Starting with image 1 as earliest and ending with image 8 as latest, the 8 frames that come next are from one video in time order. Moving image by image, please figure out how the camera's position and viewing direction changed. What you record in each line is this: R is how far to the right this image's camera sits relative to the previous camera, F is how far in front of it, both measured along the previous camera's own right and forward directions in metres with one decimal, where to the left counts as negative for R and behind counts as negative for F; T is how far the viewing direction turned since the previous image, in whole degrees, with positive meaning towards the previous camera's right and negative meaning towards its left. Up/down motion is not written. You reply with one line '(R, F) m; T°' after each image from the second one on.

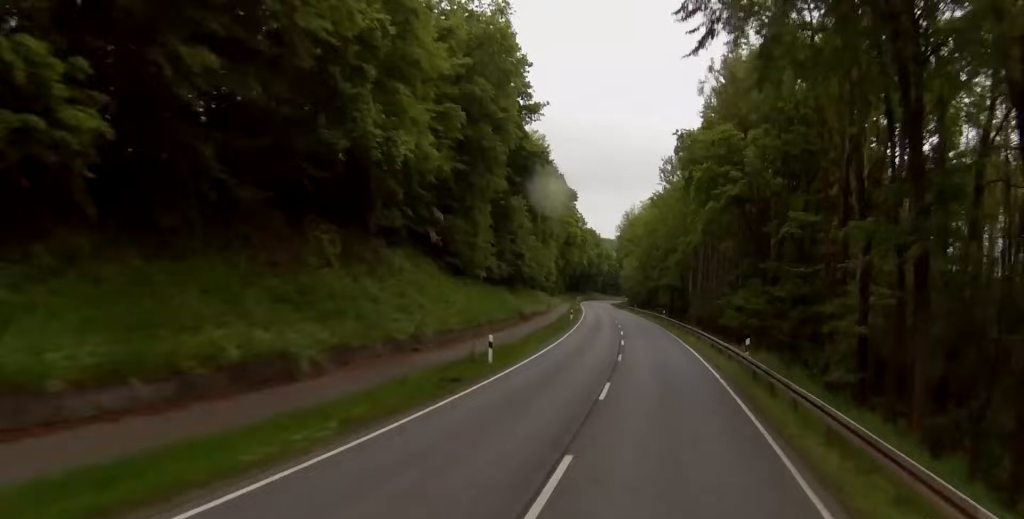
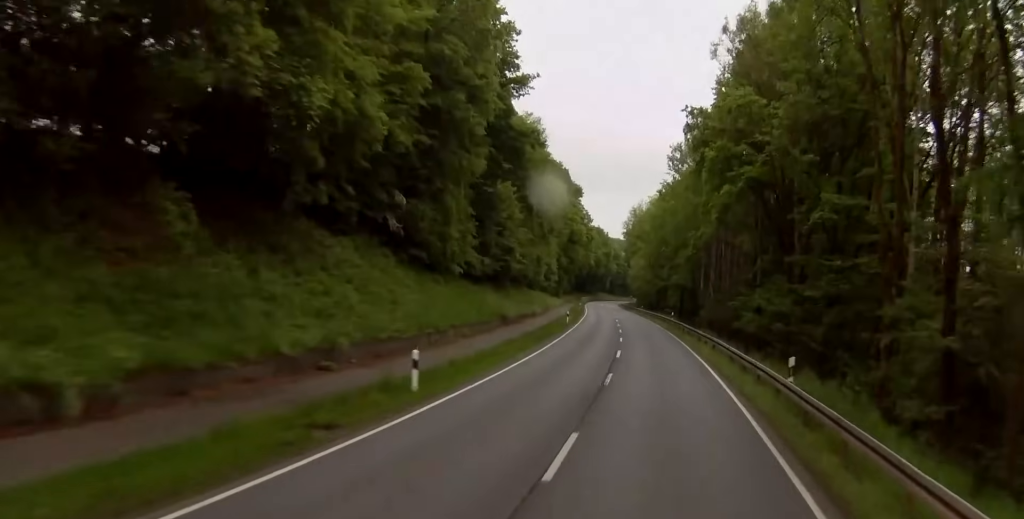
(-0.1, +11.8) m; 0°
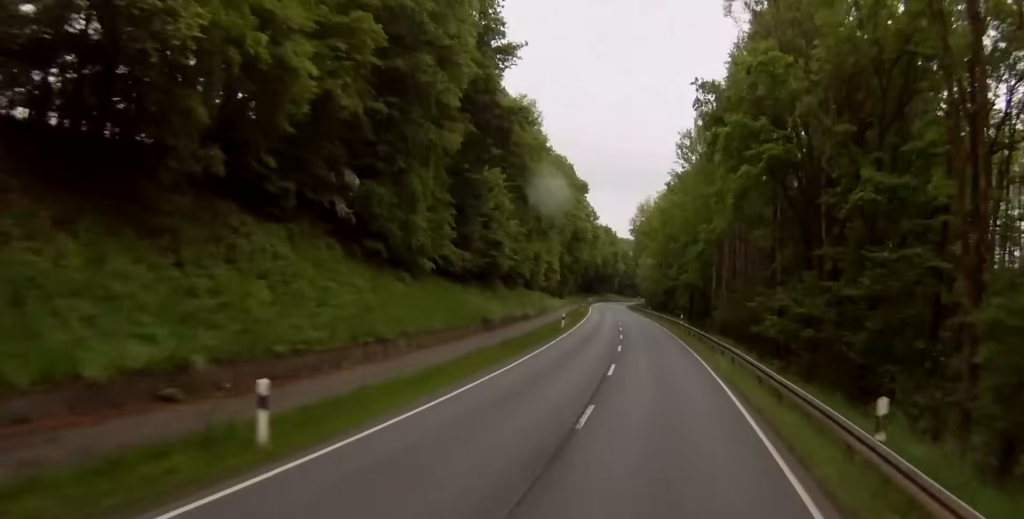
(0.0, +10.7) m; 0°
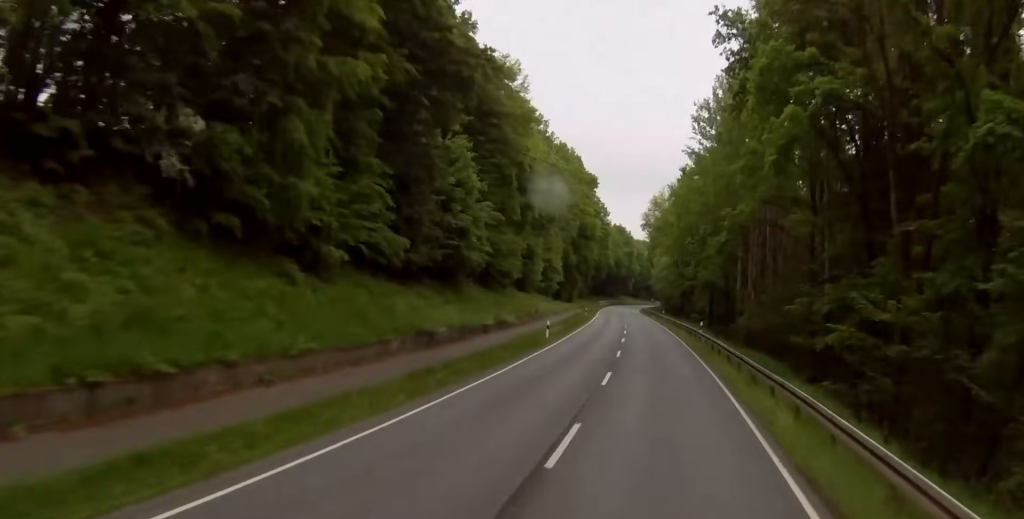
(-0.1, +18.4) m; -1°
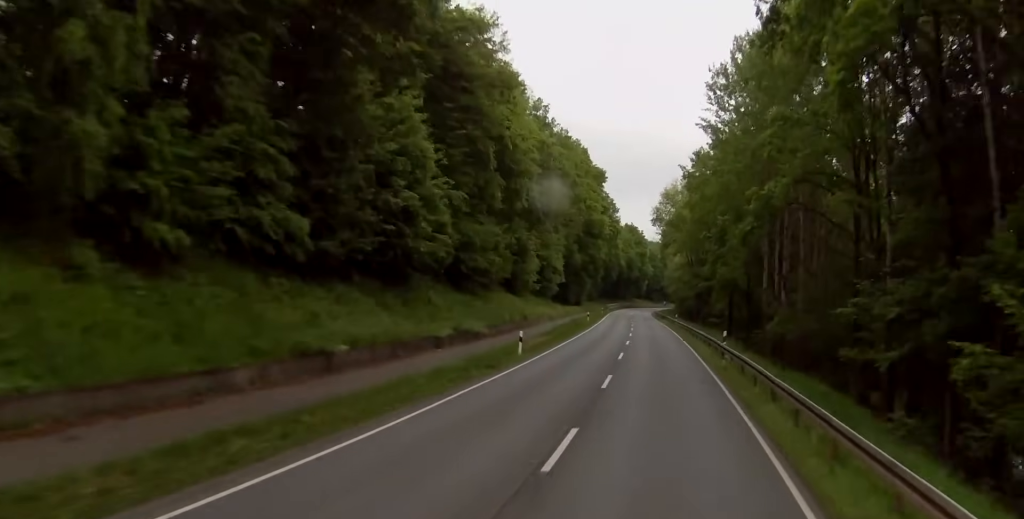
(-0.1, +14.7) m; -1°
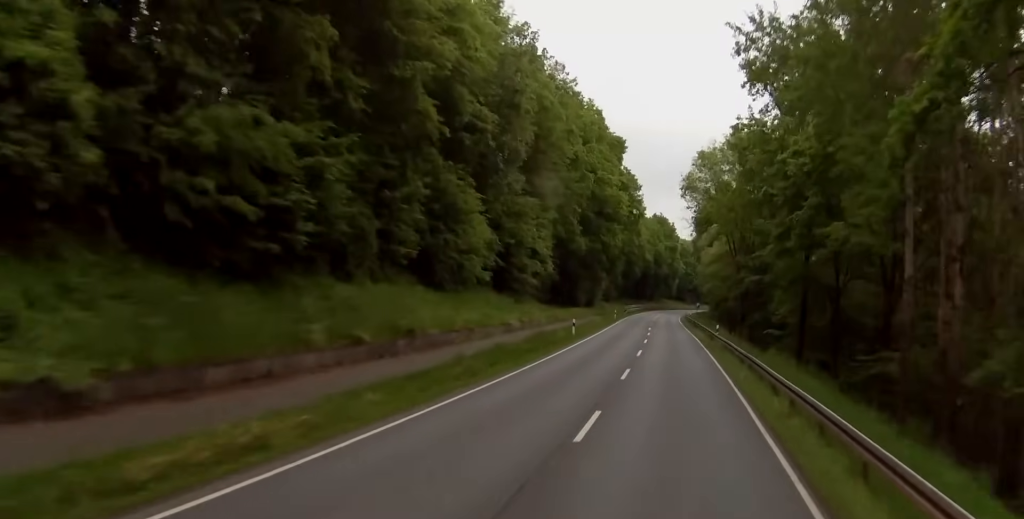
(-0.9, +36.6) m; -1°
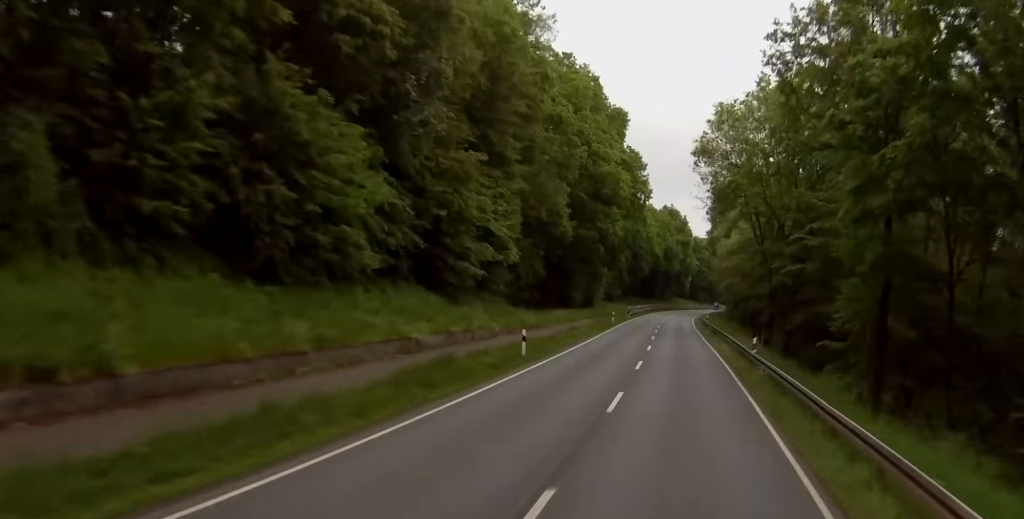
(0.0, +20.4) m; -2°
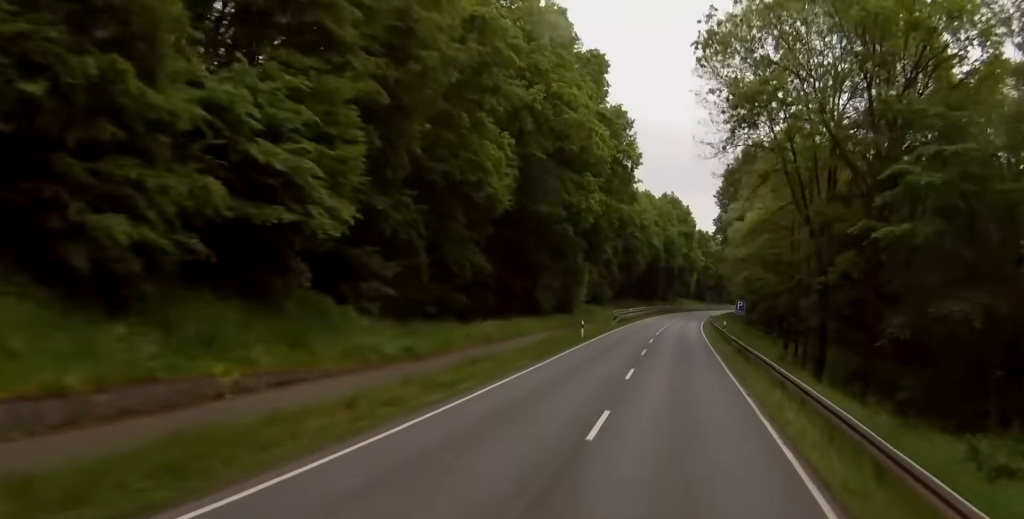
(-0.4, +27.8) m; 0°
